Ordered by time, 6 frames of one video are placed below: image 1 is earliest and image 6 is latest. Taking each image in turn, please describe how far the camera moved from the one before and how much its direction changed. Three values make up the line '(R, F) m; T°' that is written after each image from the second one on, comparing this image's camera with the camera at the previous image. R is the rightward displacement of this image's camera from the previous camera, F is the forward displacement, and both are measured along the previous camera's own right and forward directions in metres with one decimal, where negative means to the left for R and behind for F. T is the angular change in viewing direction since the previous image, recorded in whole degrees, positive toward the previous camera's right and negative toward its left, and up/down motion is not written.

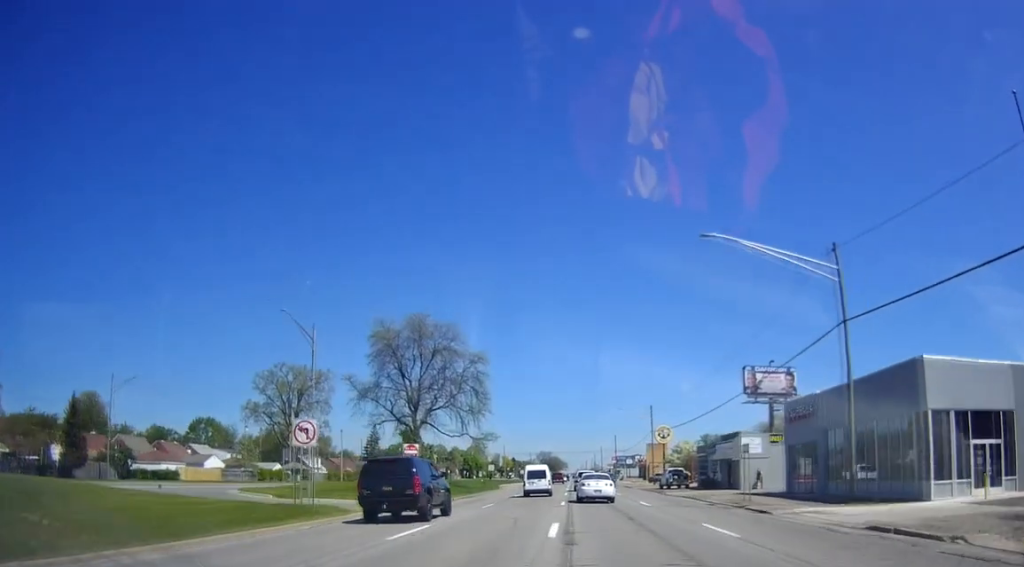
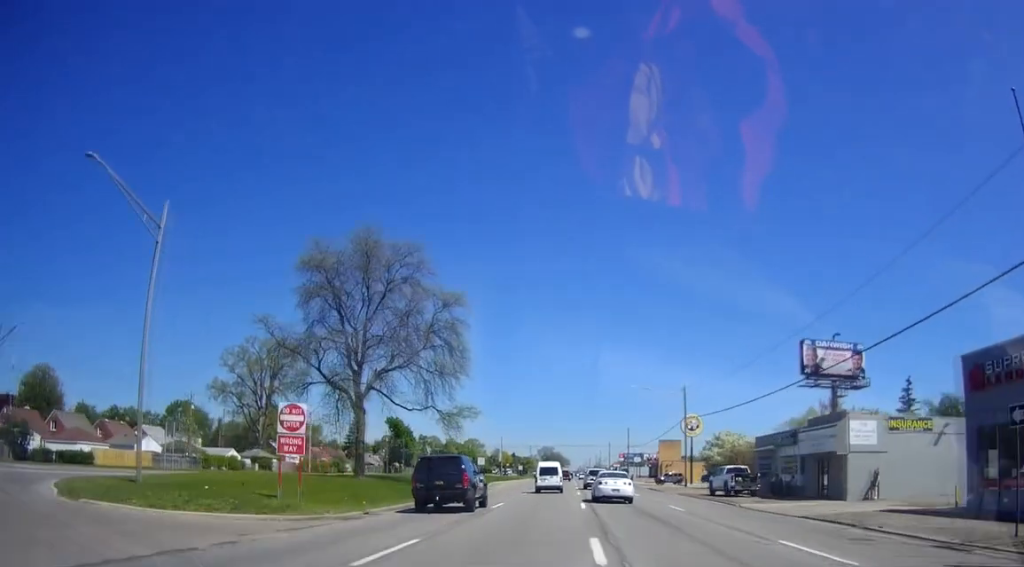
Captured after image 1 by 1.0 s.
(+0.1, +19.8) m; +1°
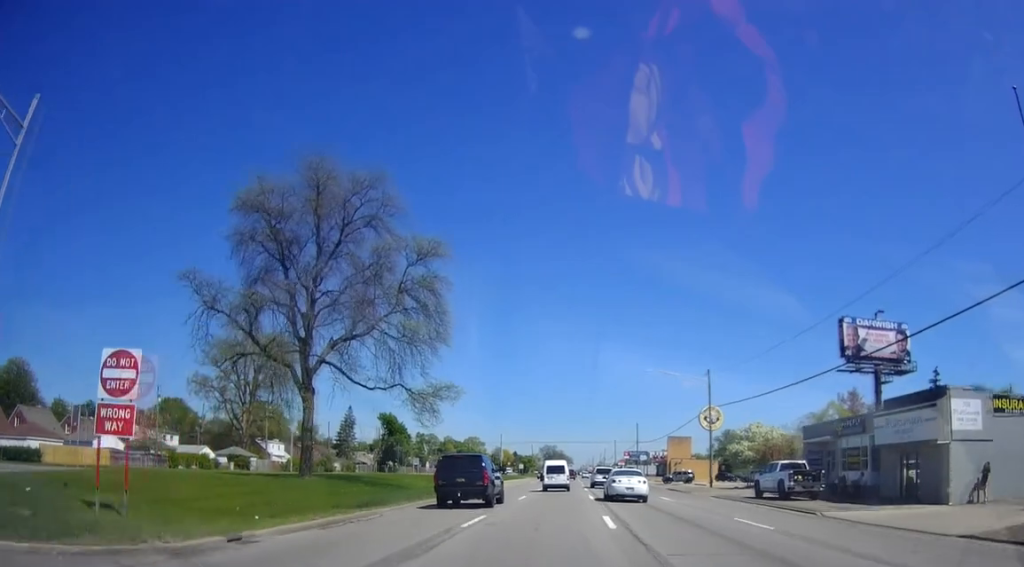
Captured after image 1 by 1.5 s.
(+0.2, +9.7) m; 0°
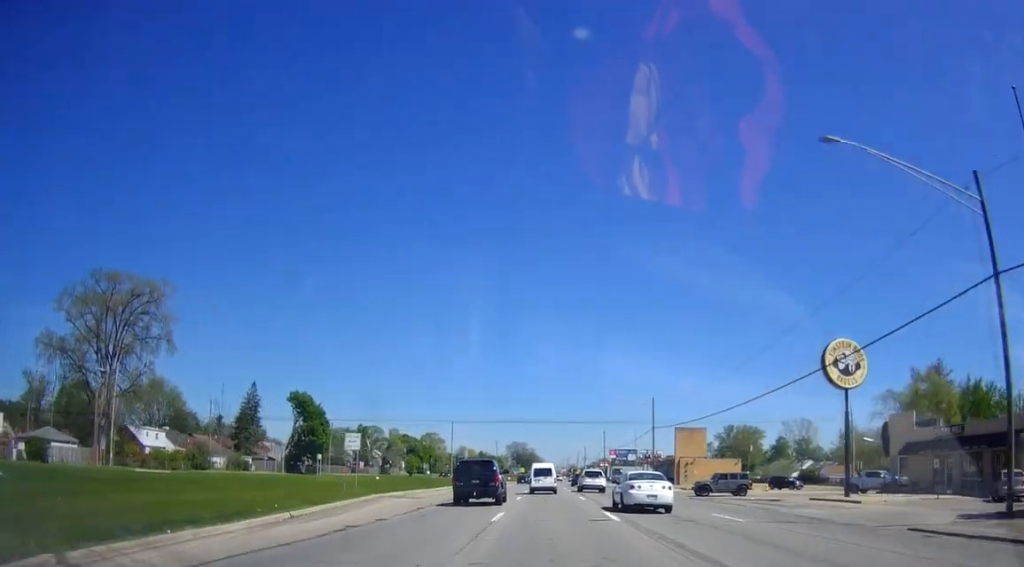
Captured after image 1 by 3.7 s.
(+0.1, +43.7) m; +1°
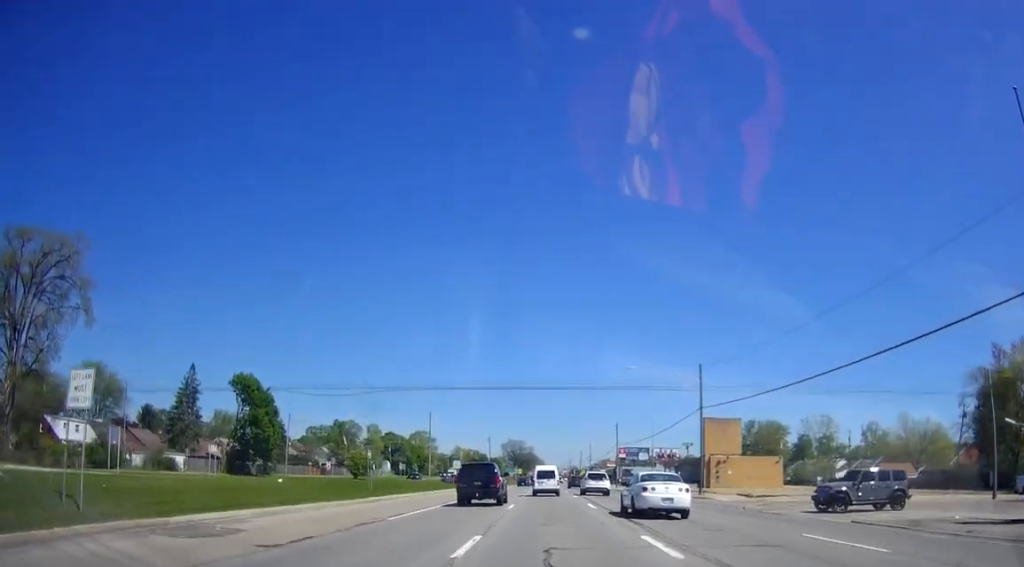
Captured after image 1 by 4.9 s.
(+0.2, +24.1) m; +1°
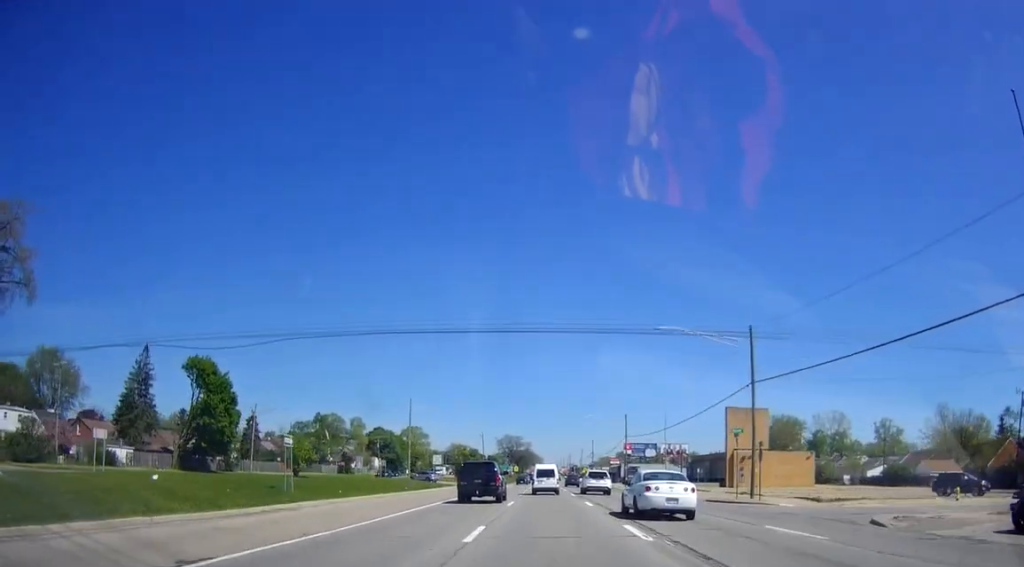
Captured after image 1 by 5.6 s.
(+0.3, +13.9) m; 0°
